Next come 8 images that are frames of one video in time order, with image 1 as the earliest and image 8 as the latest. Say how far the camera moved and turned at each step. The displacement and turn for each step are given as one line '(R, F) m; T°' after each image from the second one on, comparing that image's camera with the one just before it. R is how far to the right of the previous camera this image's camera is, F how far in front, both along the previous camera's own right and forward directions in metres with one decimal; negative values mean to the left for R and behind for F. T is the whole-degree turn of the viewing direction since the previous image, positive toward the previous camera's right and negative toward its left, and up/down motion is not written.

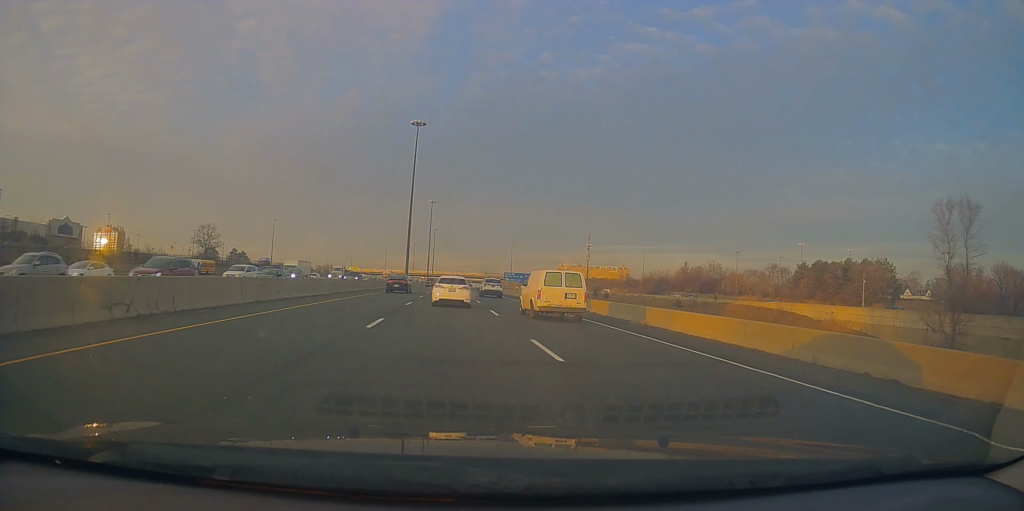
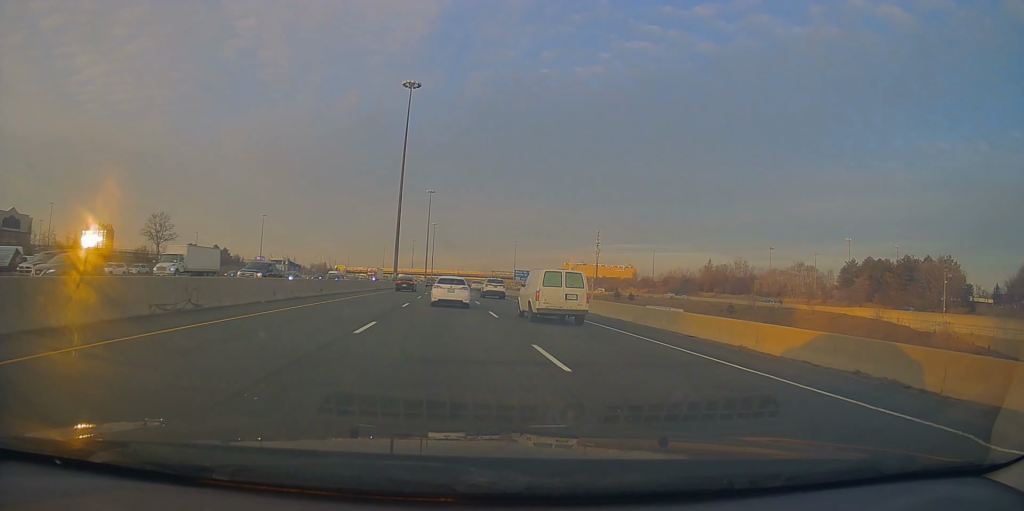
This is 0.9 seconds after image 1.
(-0.6, +25.1) m; -1°
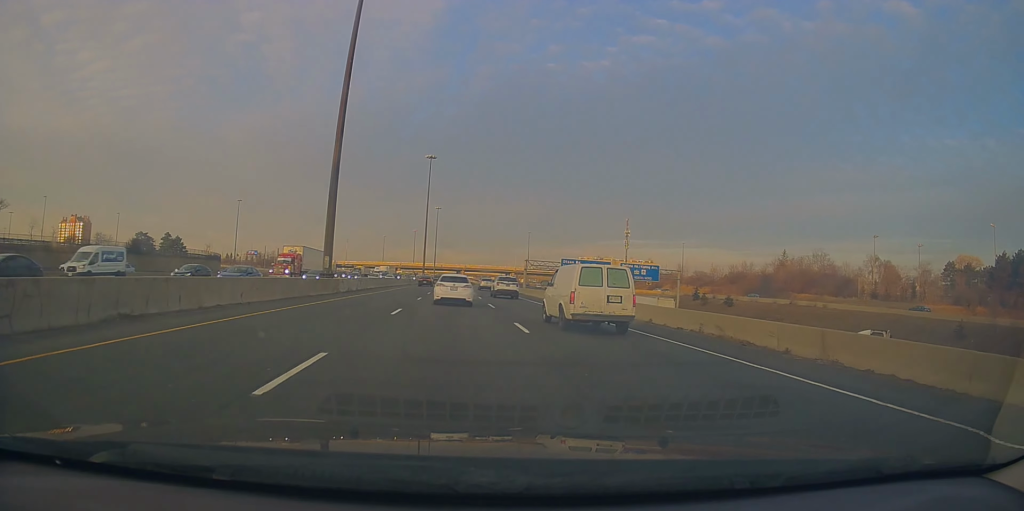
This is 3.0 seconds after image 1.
(+1.4, +55.6) m; +1°
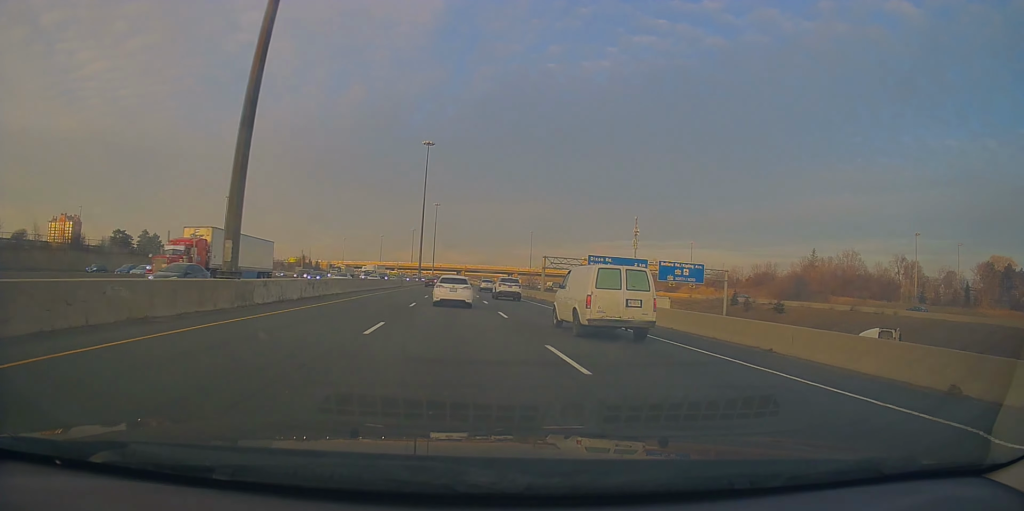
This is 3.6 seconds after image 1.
(0.0, +18.2) m; -1°
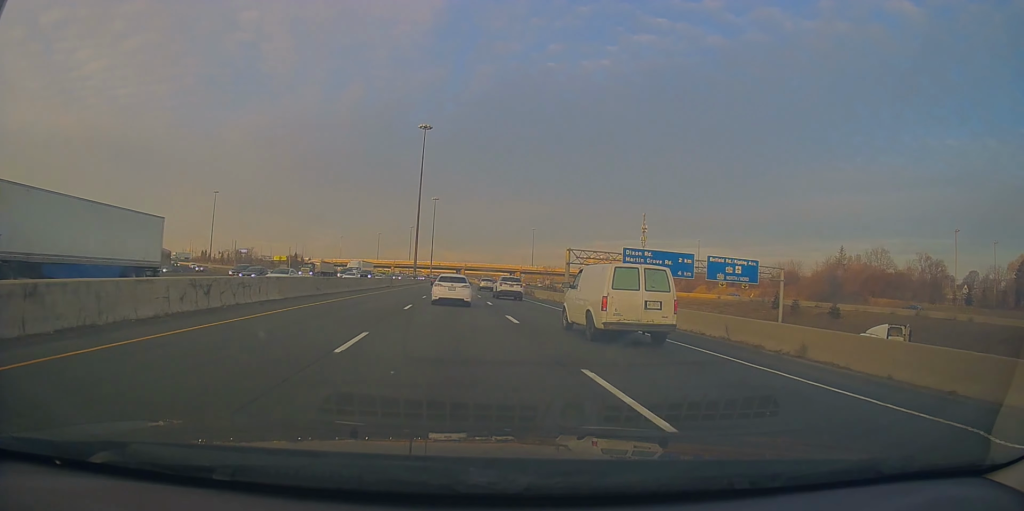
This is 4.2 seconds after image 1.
(-0.7, +15.4) m; 0°
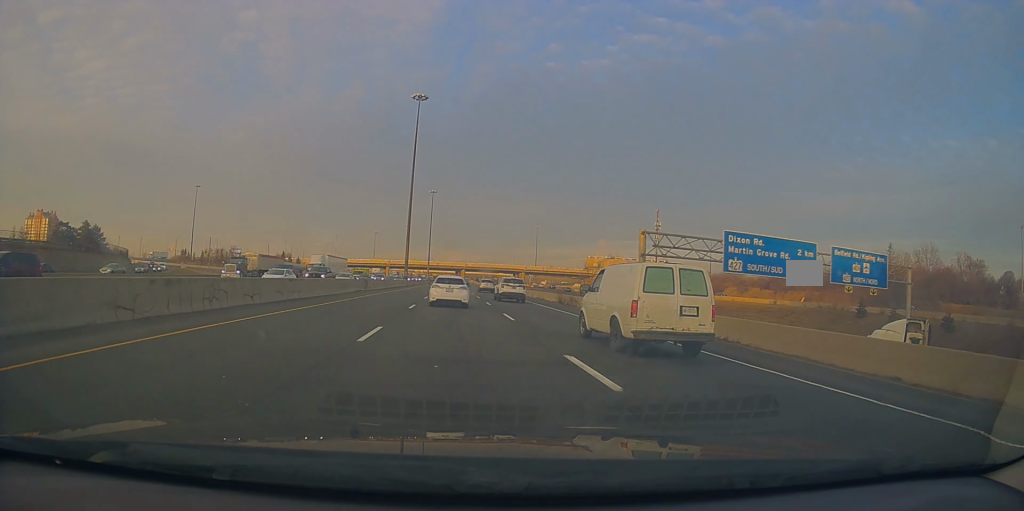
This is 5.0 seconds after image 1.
(+0.4, +22.5) m; +1°
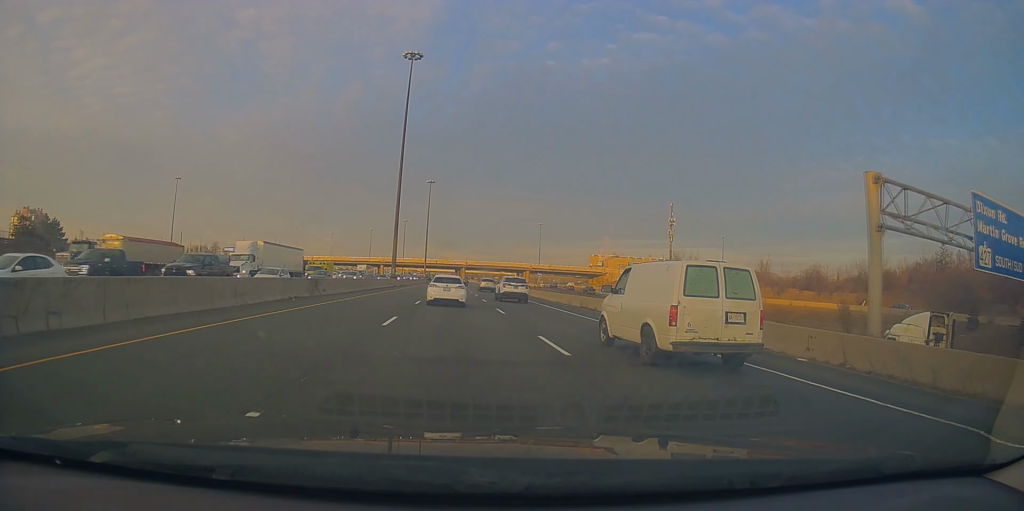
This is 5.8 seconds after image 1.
(+0.3, +20.8) m; +1°
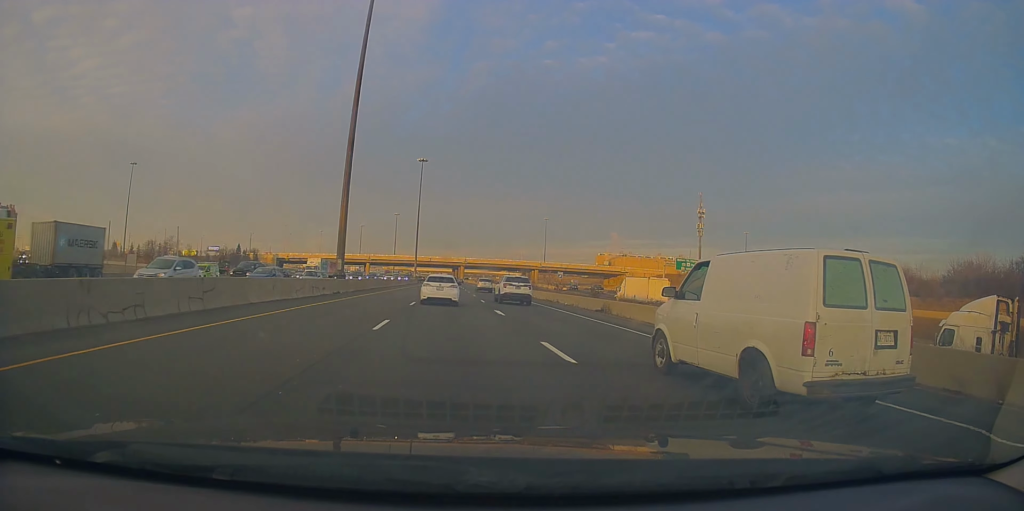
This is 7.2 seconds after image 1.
(+0.2, +37.5) m; +1°
